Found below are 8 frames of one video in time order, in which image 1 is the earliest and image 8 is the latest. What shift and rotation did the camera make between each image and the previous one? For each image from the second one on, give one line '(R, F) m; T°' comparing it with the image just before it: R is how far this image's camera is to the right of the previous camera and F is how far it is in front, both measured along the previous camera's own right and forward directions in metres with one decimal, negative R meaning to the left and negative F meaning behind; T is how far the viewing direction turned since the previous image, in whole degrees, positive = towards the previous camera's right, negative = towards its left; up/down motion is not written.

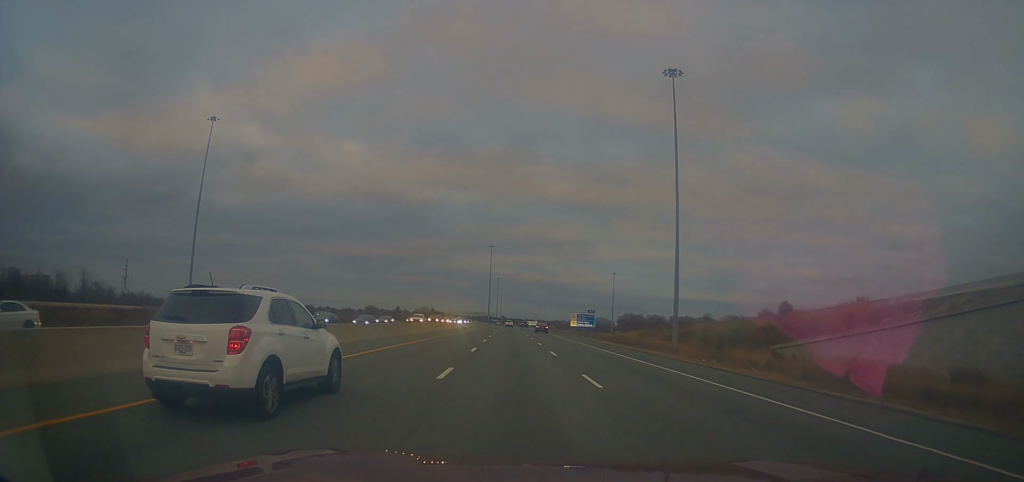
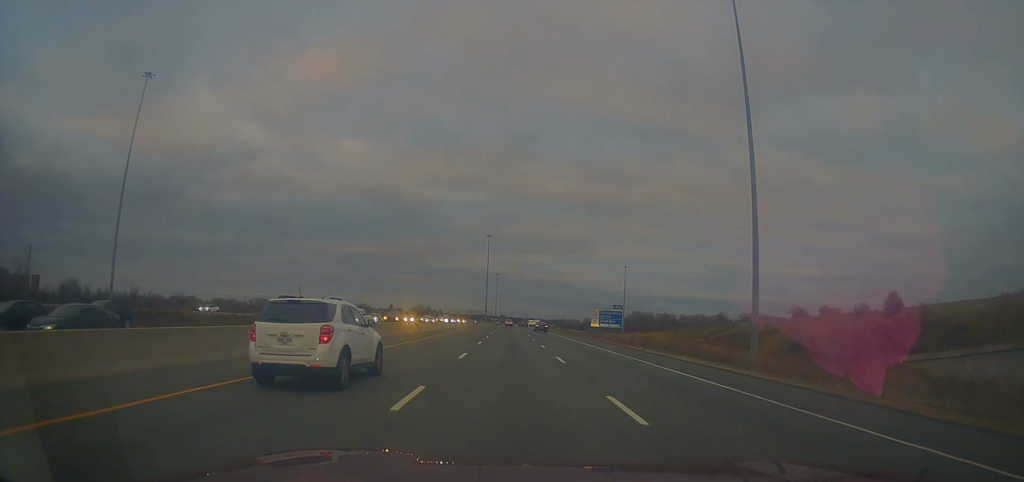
(+0.2, +29.0) m; 0°
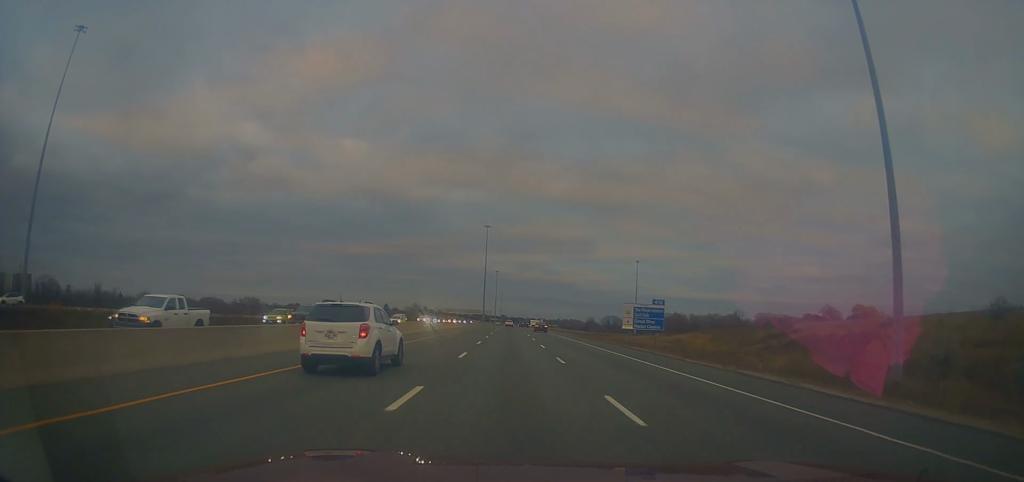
(-0.1, +23.8) m; -1°
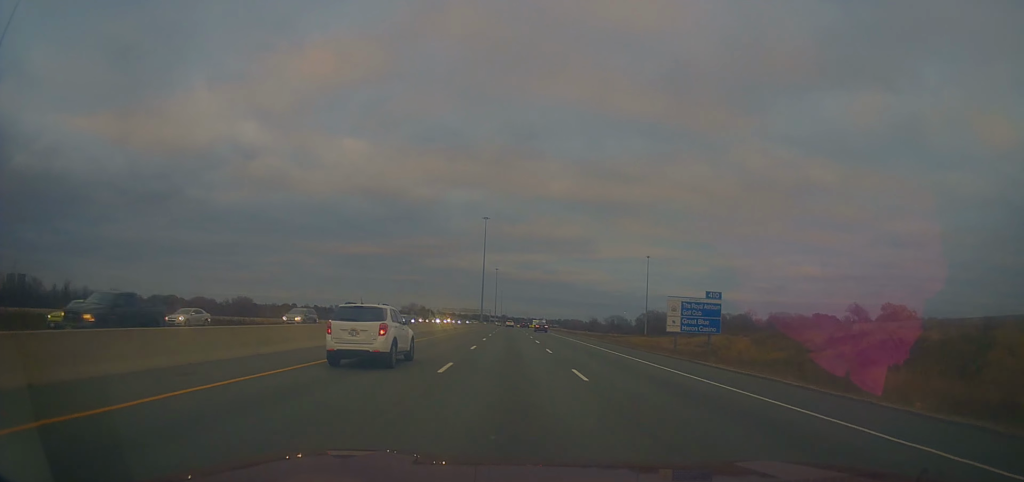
(-0.2, +17.7) m; -1°
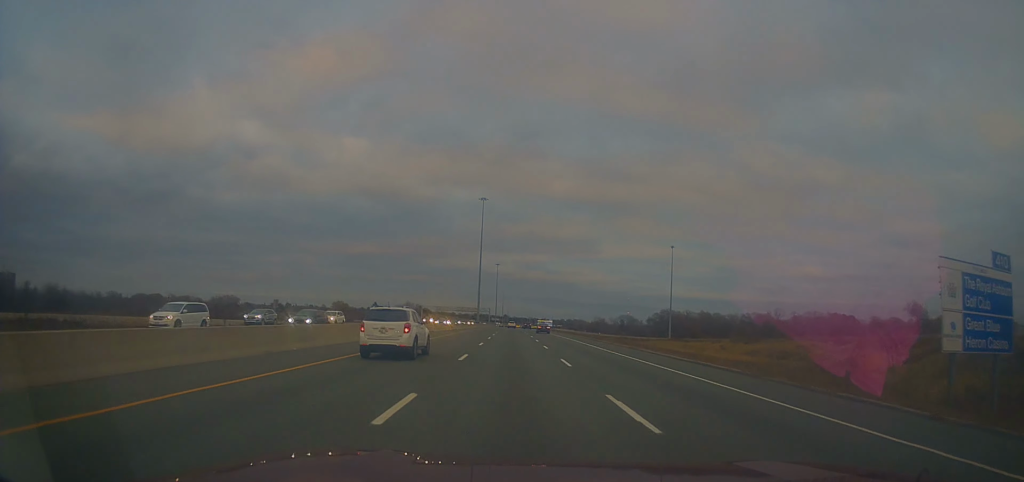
(-0.1, +31.1) m; +1°
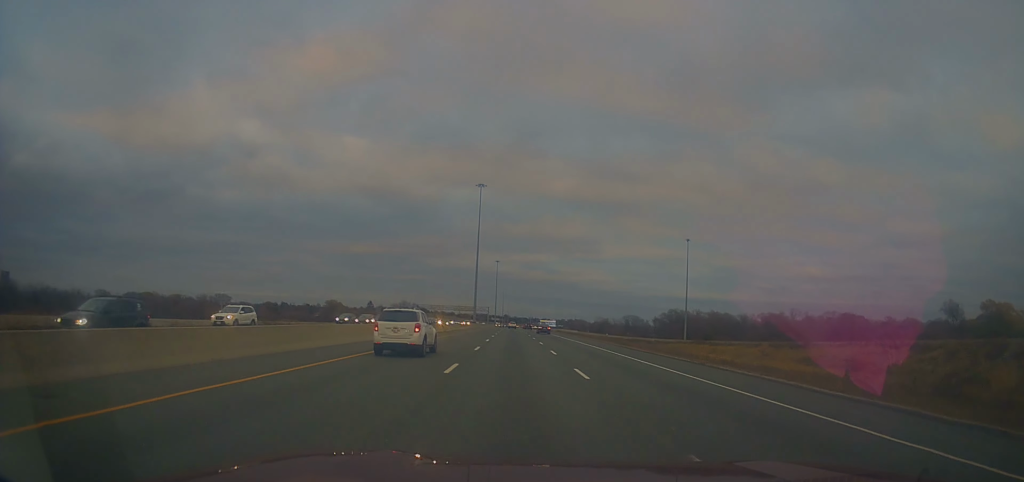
(+0.2, +16.5) m; 0°
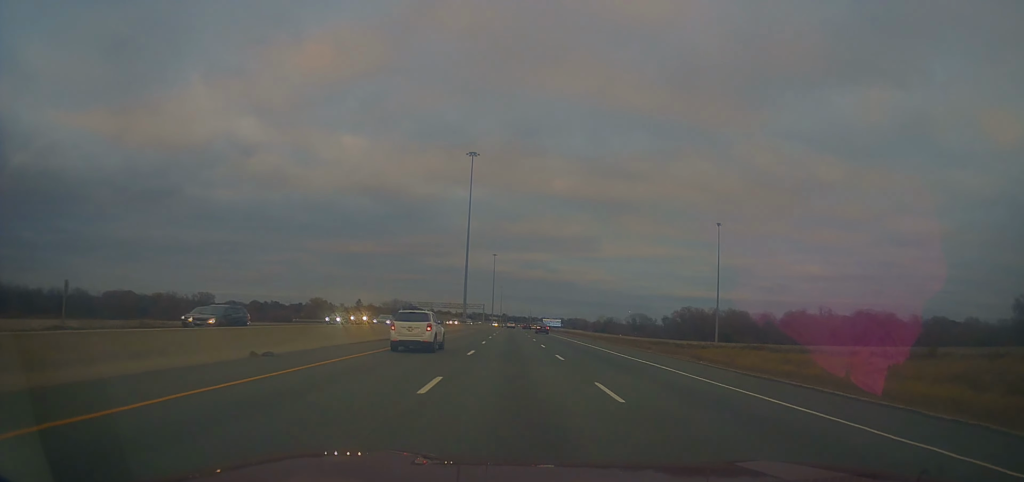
(+0.1, +27.9) m; 0°
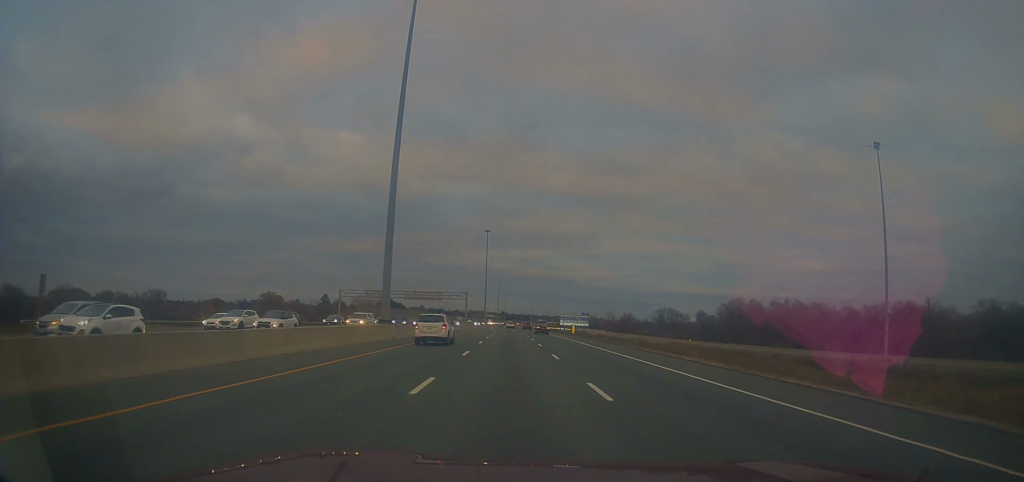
(+0.1, +71.7) m; 0°
